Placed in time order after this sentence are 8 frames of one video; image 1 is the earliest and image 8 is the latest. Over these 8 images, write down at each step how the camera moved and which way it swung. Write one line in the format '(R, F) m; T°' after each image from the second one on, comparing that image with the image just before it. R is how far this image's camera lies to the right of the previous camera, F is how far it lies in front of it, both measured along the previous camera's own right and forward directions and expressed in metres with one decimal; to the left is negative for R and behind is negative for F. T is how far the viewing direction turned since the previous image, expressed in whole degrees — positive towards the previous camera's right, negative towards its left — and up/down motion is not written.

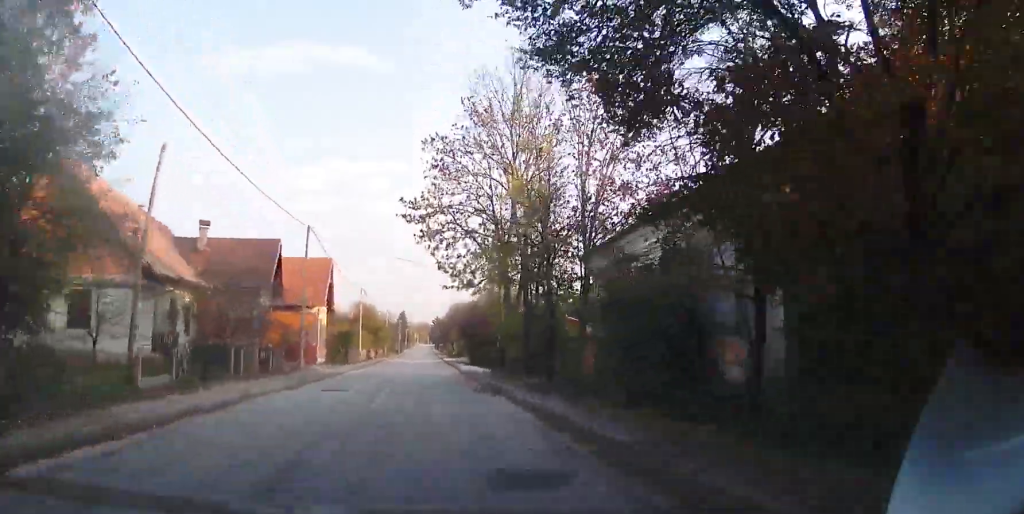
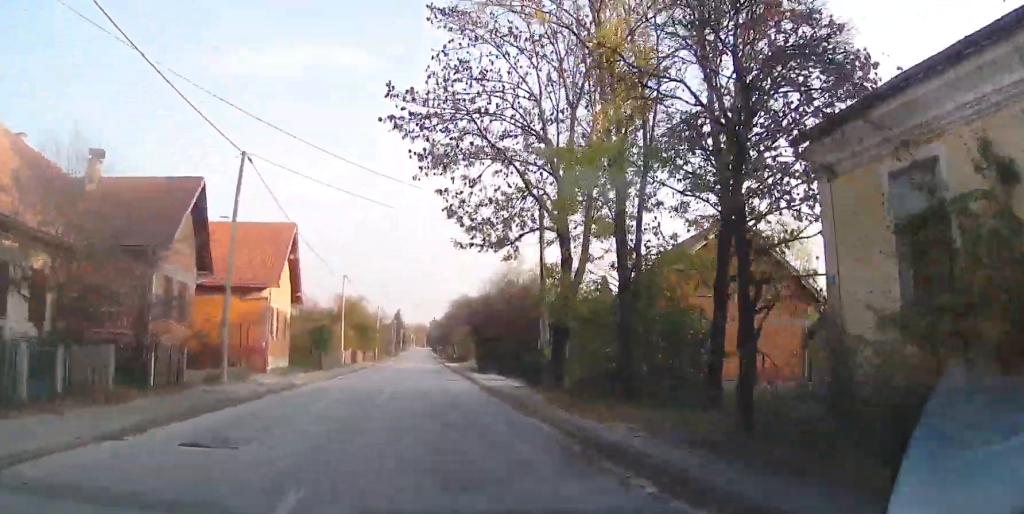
(-0.1, +12.8) m; 0°
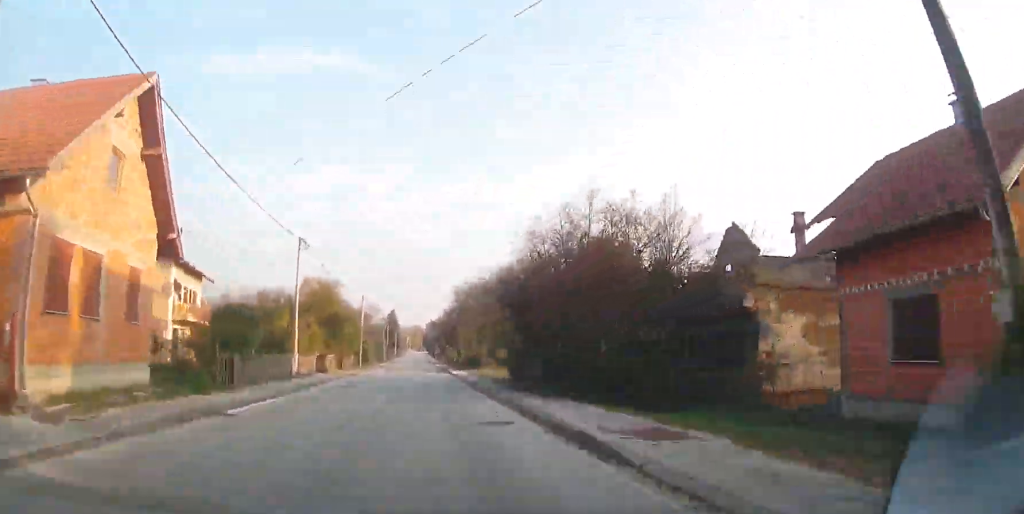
(0.0, +18.7) m; 0°
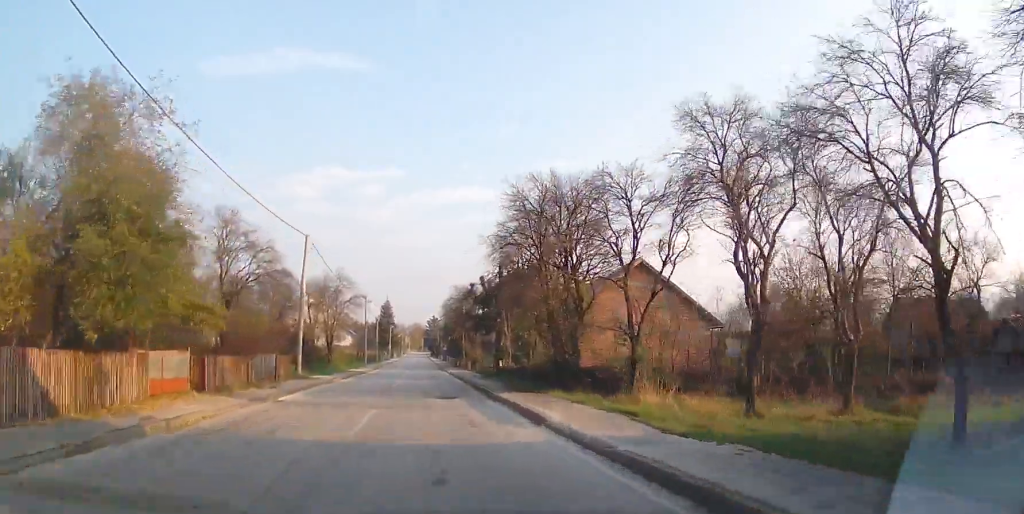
(+0.5, +34.2) m; +1°
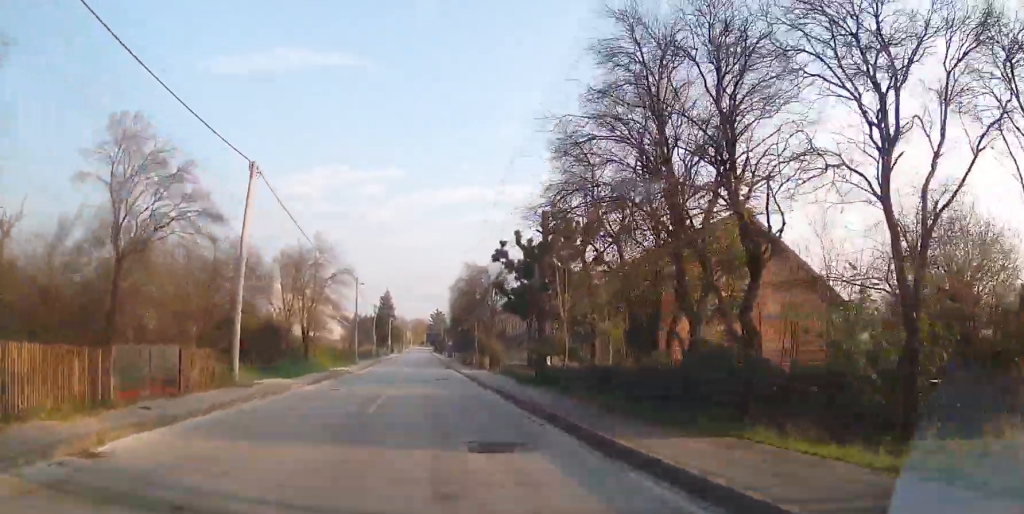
(0.0, +12.0) m; 0°
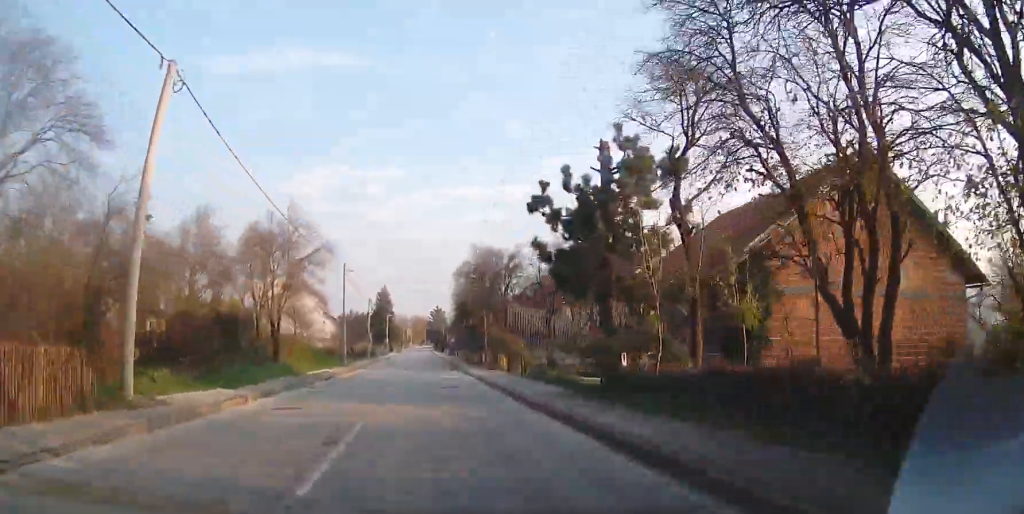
(+0.1, +8.2) m; -1°
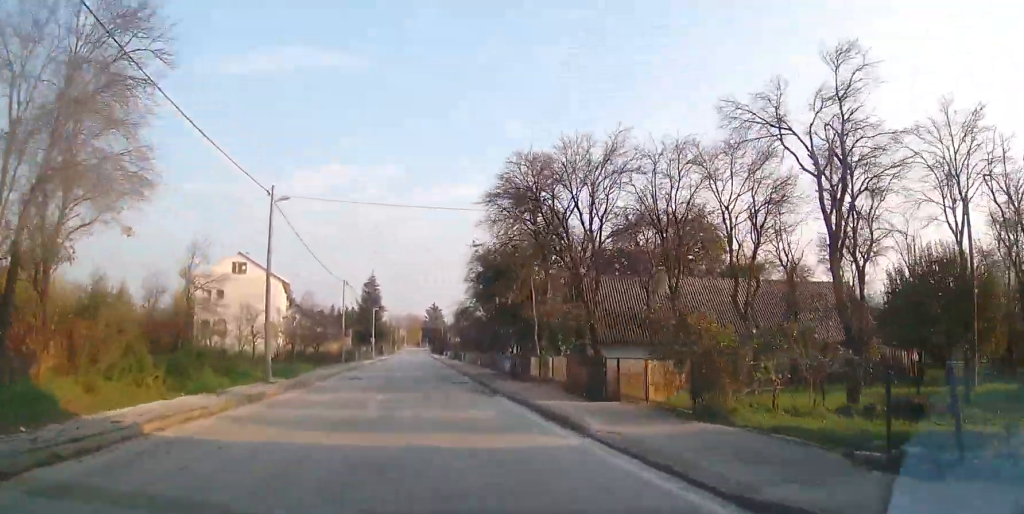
(-0.1, +21.9) m; +1°
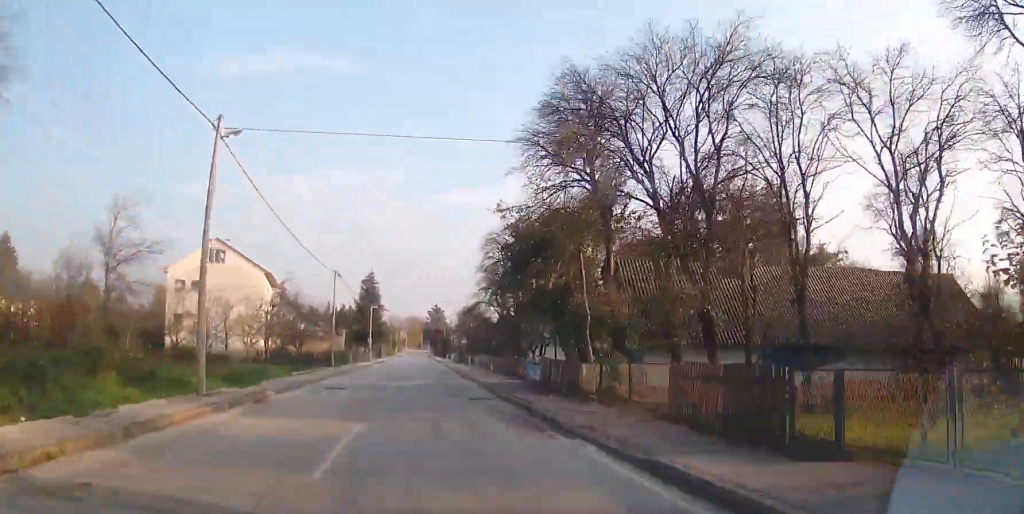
(+0.3, +7.7) m; +1°
